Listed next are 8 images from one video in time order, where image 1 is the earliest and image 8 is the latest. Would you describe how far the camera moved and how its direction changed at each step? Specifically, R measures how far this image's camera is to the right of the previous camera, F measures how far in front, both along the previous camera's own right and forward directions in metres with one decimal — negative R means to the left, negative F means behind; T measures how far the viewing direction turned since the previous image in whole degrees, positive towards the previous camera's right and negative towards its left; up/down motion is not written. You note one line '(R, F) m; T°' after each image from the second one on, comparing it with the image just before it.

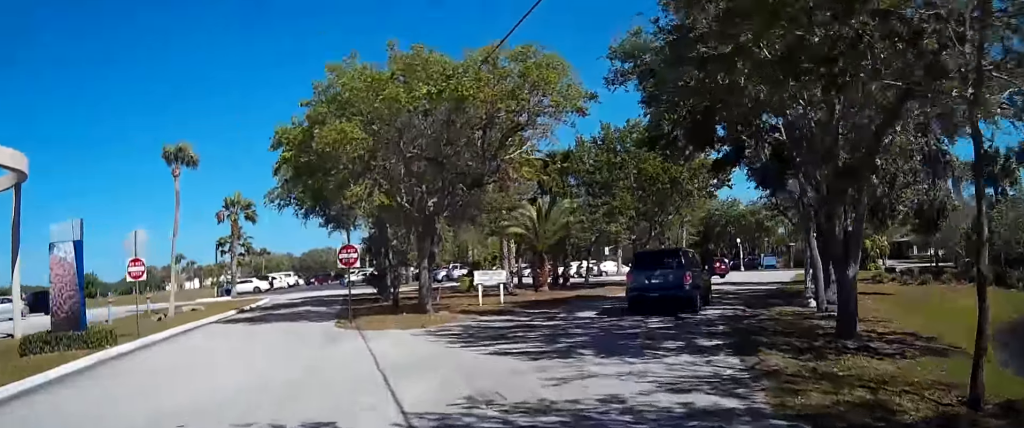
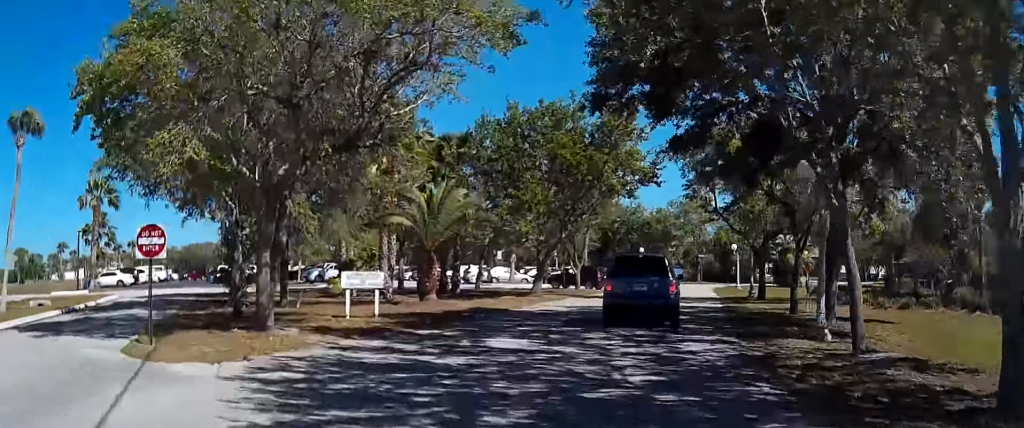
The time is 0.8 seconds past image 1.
(+0.5, +7.6) m; +9°
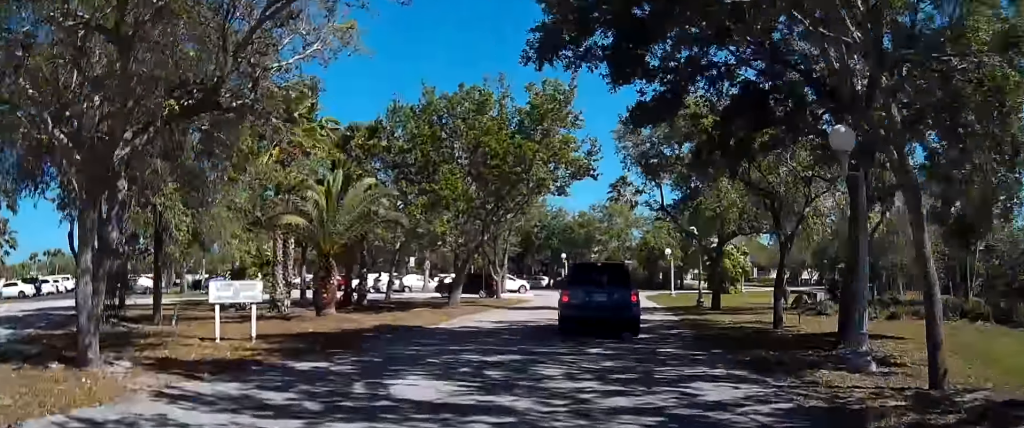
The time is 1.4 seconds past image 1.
(+0.4, +4.9) m; +5°
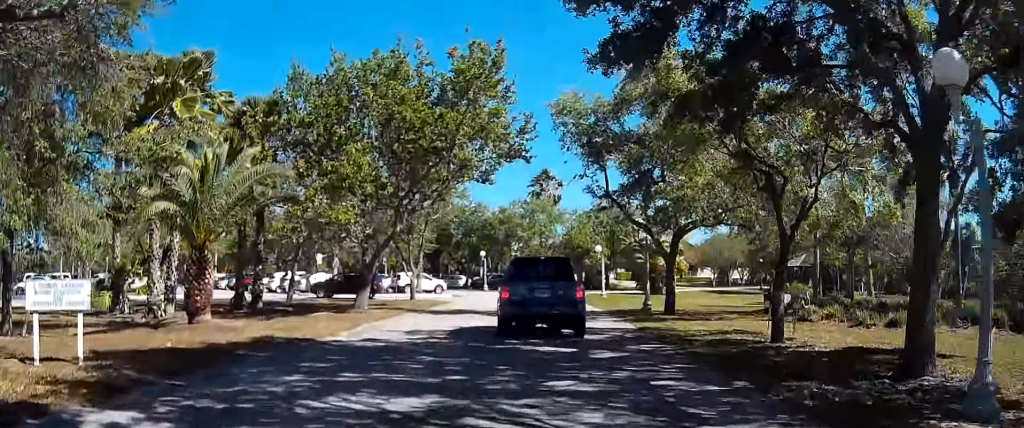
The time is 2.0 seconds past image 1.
(+0.2, +4.8) m; +5°
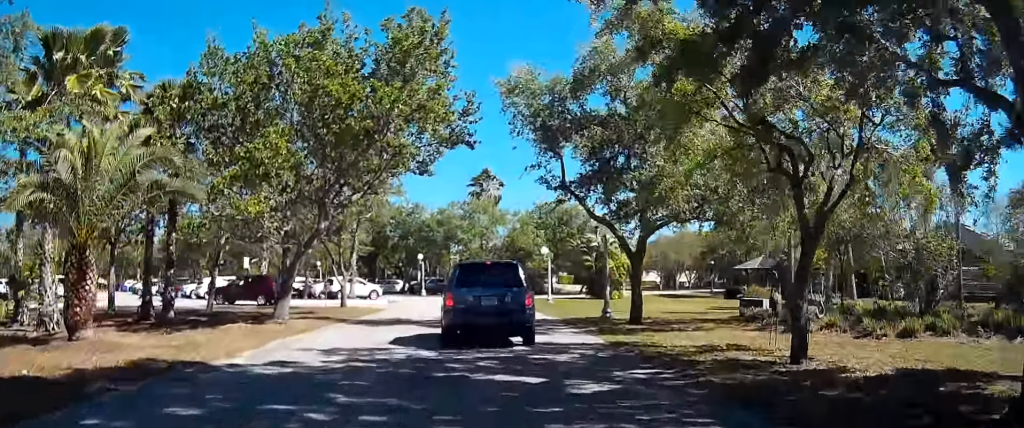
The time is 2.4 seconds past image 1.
(+0.2, +3.5) m; +3°
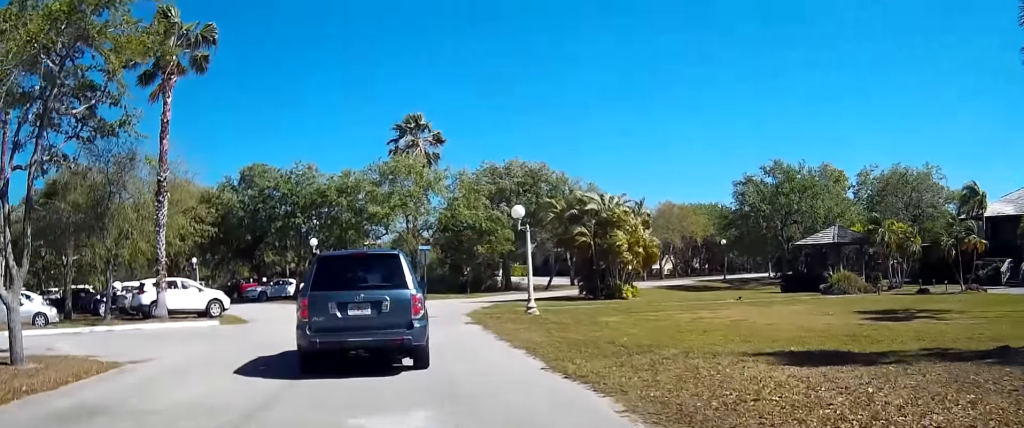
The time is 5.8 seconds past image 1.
(+2.1, +24.3) m; +7°
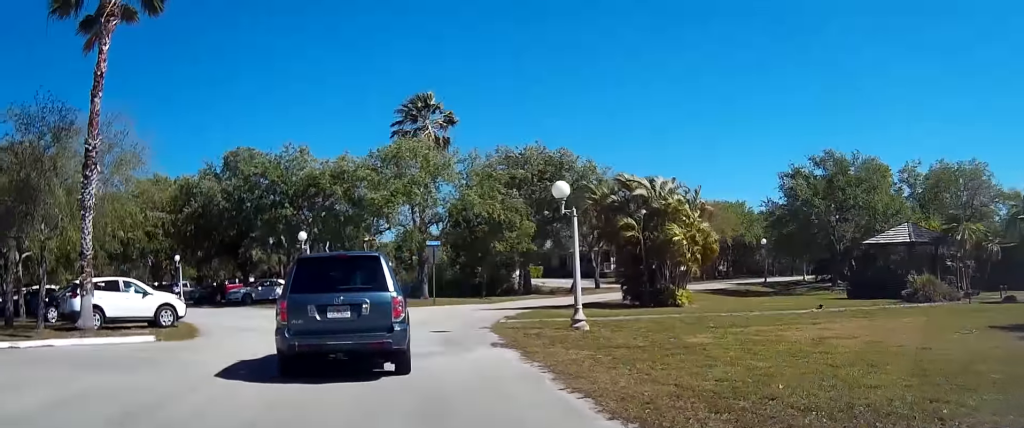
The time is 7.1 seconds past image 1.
(+0.1, +7.0) m; +2°
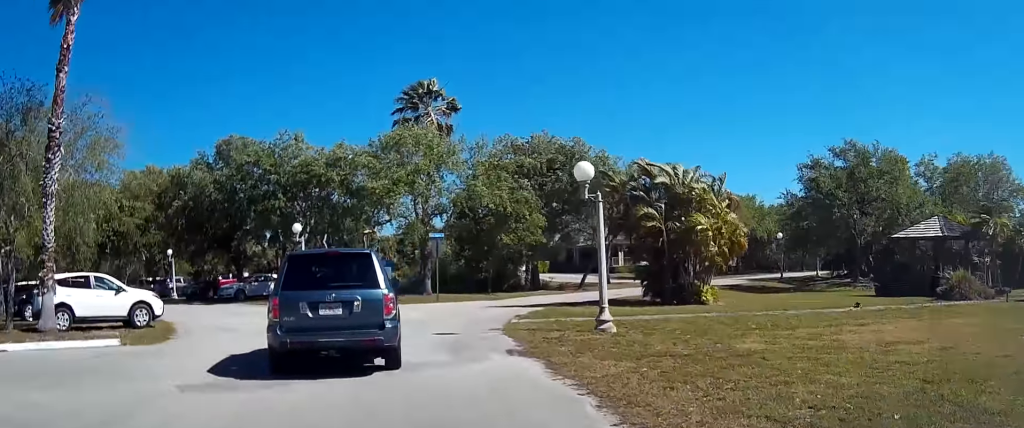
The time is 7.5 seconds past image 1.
(0.0, +2.5) m; 0°
